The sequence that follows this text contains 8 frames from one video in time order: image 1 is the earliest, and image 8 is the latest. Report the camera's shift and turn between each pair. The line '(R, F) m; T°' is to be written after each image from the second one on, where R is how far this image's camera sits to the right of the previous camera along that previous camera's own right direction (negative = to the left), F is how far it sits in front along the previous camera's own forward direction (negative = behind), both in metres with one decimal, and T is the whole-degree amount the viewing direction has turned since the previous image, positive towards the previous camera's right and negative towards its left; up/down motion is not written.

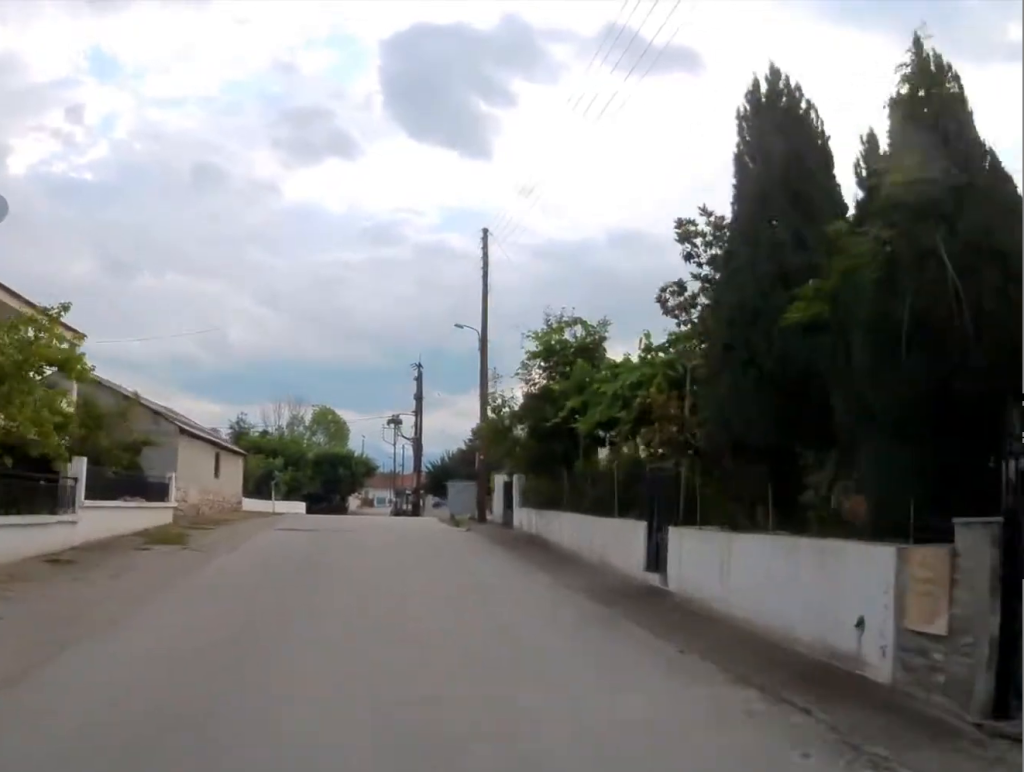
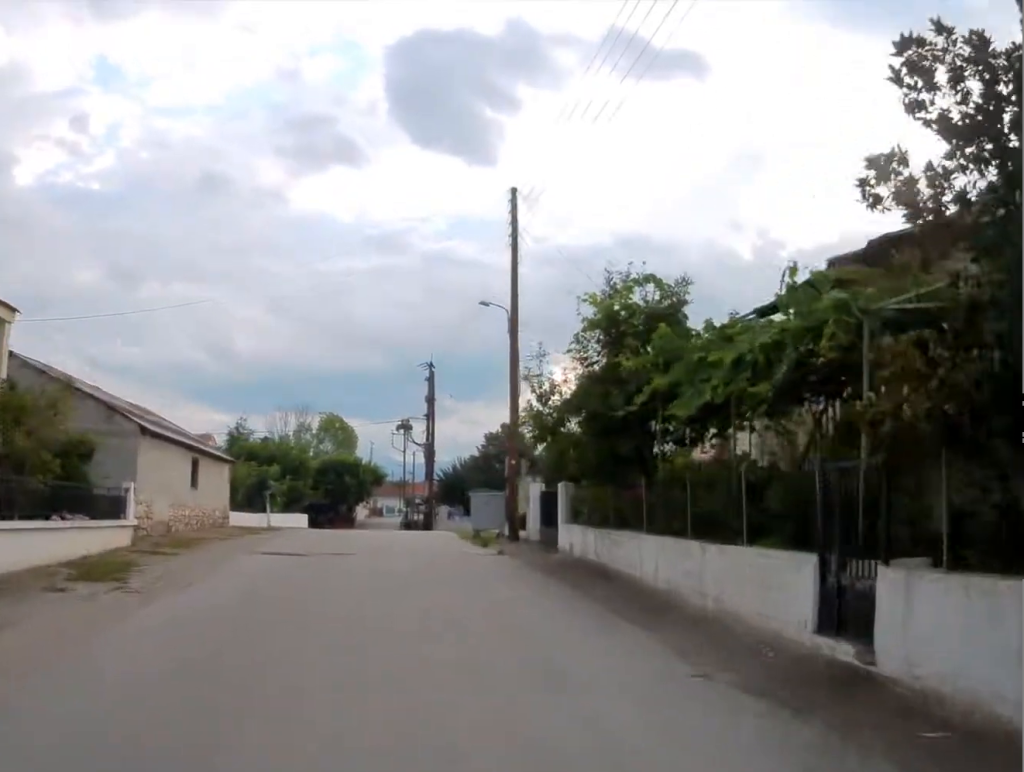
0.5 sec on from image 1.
(0.0, +5.2) m; 0°
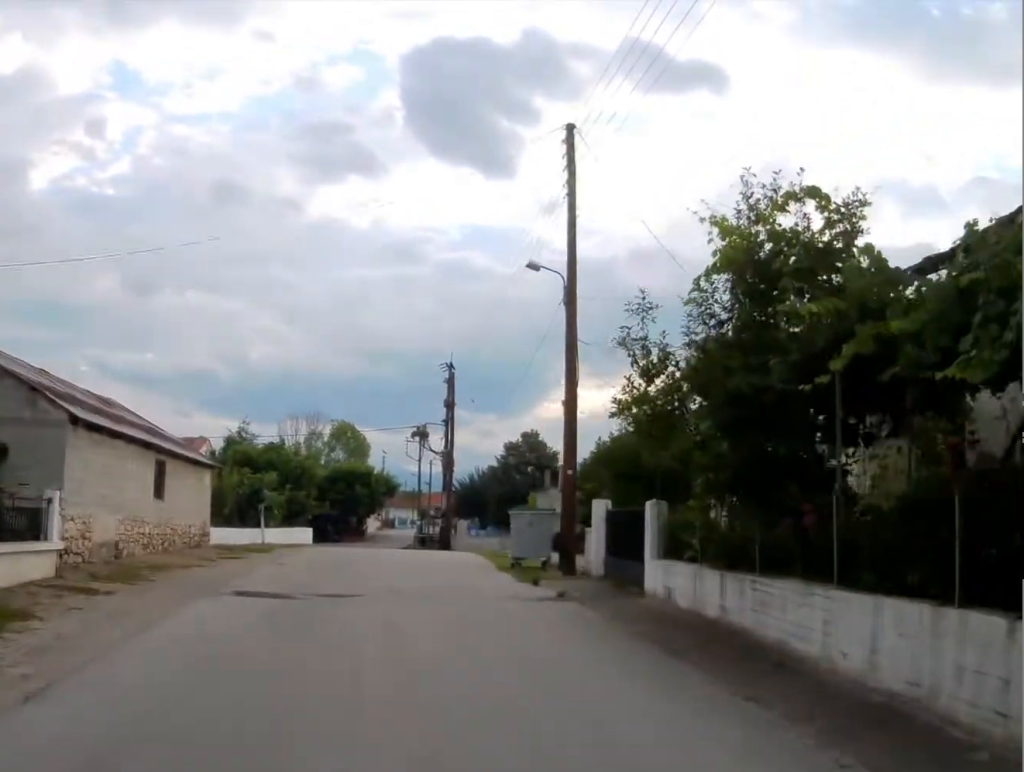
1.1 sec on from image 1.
(+0.1, +5.4) m; 0°
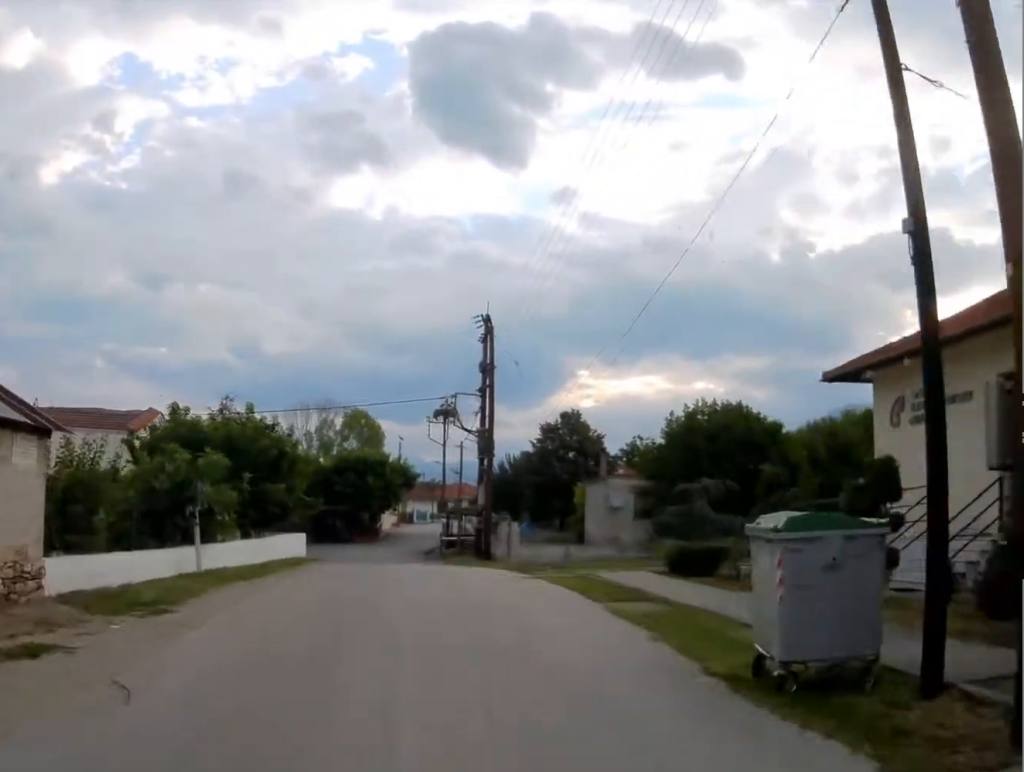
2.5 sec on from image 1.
(-0.2, +12.7) m; -1°
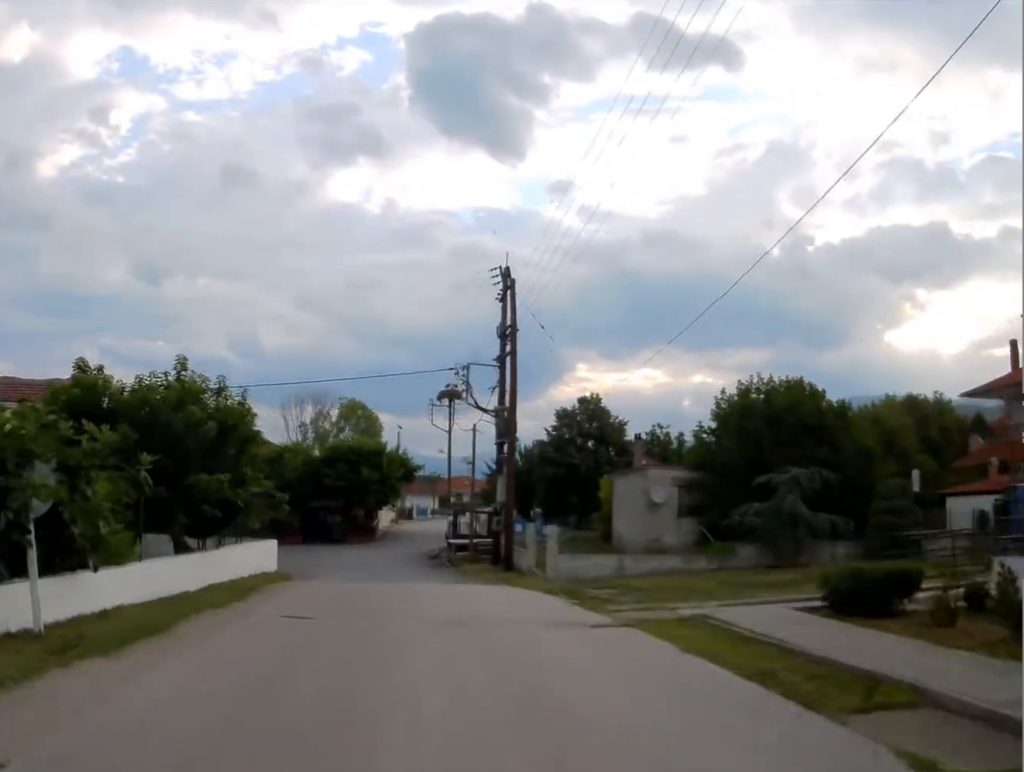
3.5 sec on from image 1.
(0.0, +8.5) m; +2°
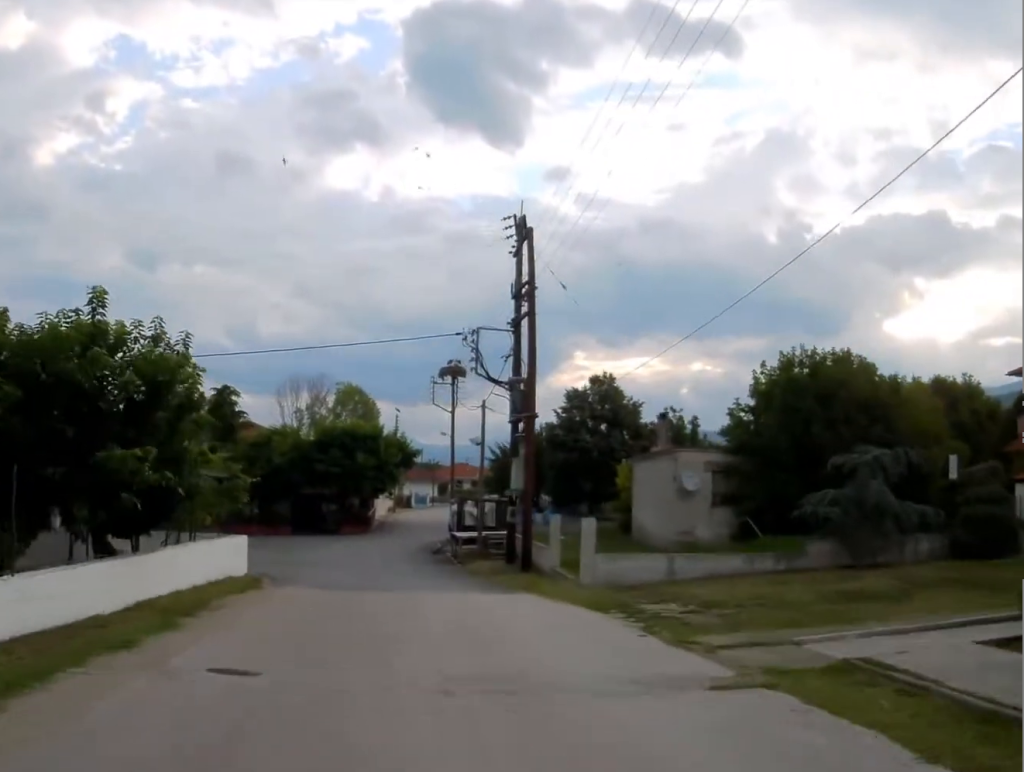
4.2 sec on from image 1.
(+0.1, +5.4) m; +2°
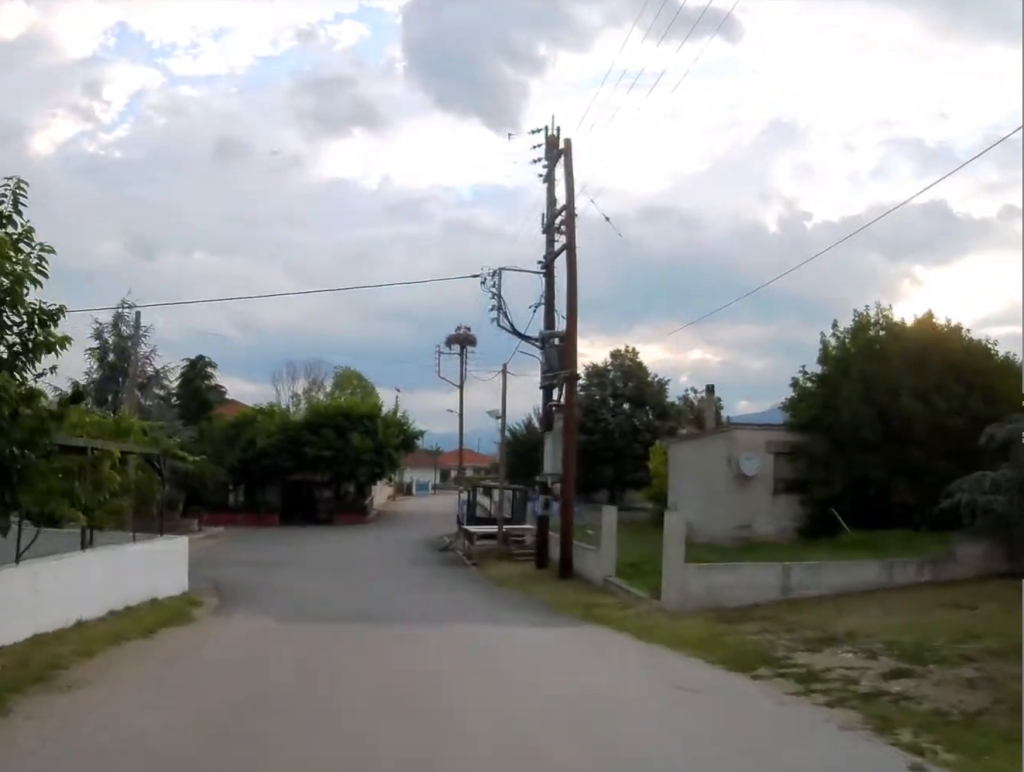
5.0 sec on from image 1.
(+0.1, +7.3) m; -2°
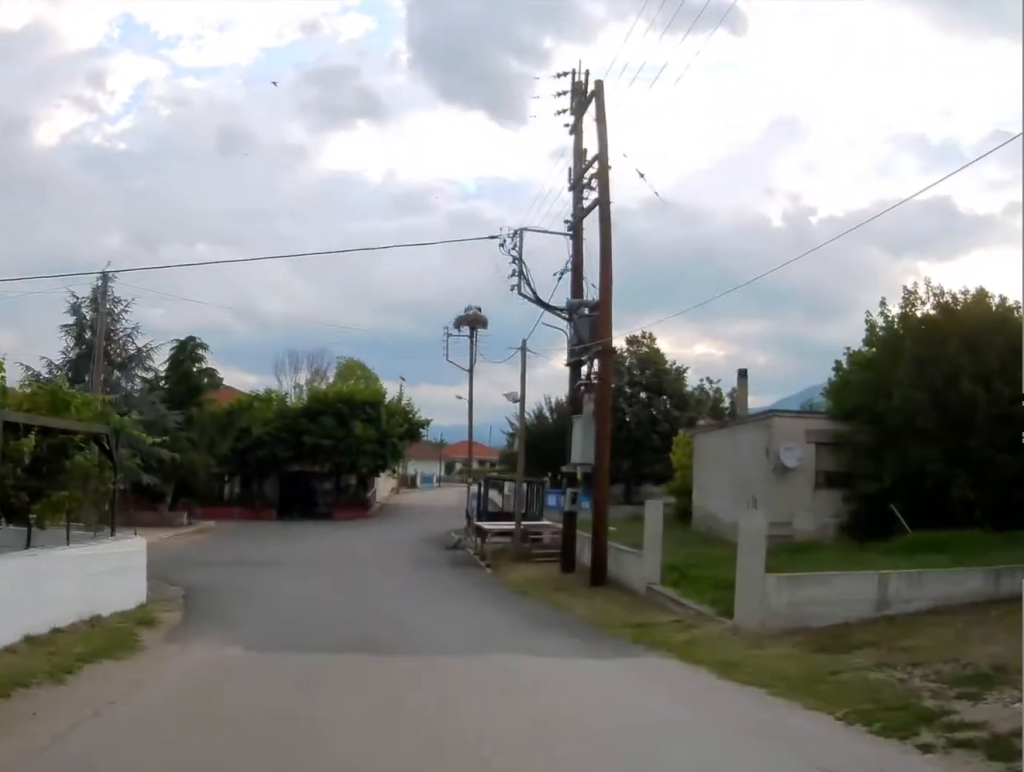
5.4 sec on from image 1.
(0.0, +3.3) m; -1°
